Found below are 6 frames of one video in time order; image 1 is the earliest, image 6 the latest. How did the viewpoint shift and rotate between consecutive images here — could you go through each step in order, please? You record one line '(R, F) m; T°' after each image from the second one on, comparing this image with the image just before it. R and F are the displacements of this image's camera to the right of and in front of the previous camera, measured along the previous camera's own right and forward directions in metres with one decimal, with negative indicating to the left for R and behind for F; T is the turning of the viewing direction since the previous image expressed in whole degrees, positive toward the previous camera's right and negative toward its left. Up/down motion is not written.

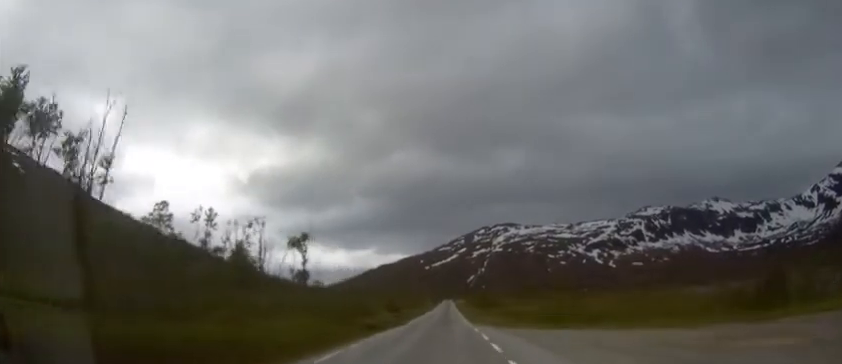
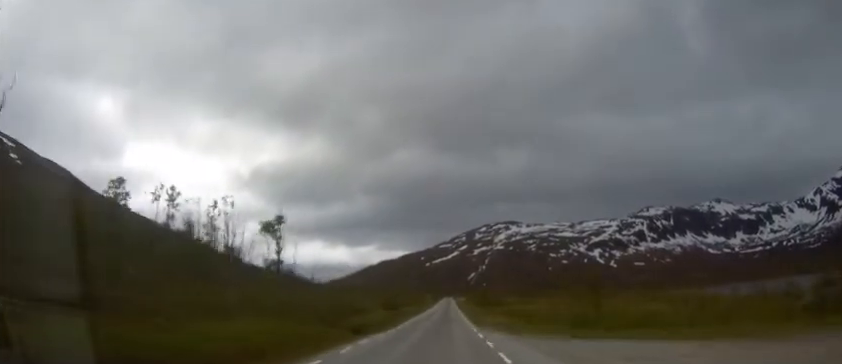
(-0.1, +8.6) m; 0°
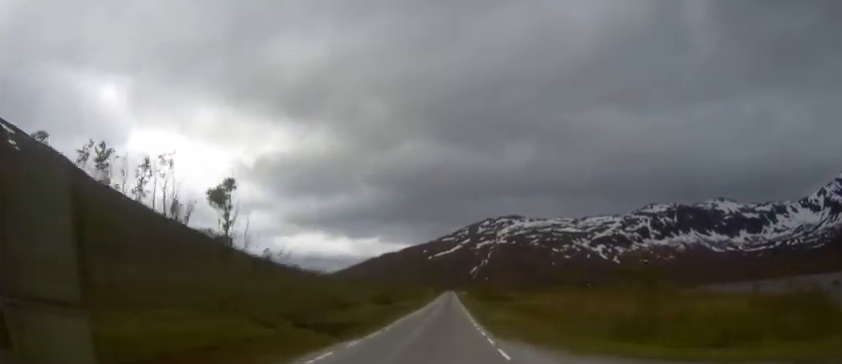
(0.0, +11.5) m; 0°
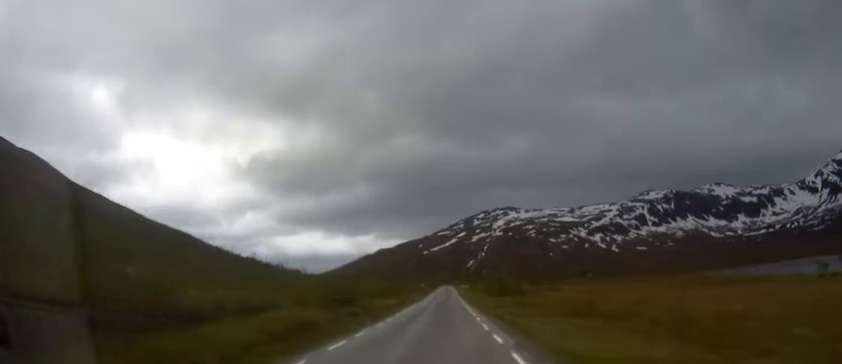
(-0.2, +32.8) m; -1°
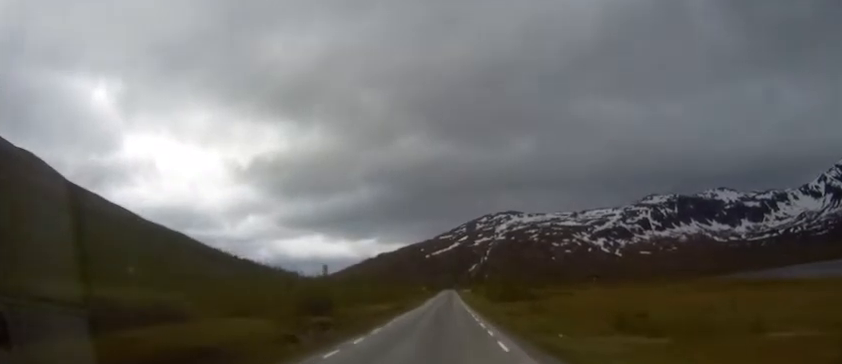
(-0.4, +13.0) m; +1°
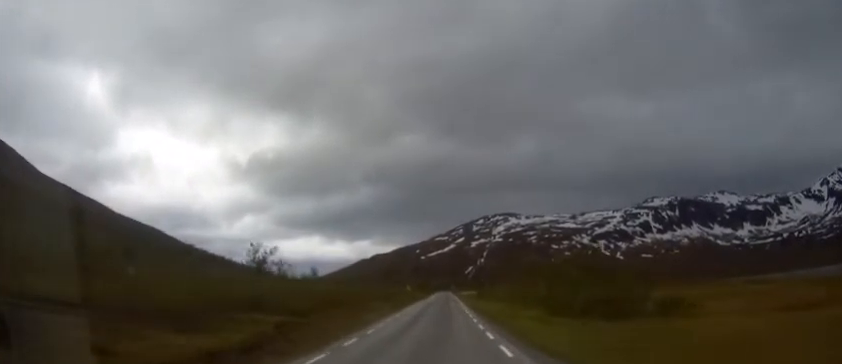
(+0.9, +61.7) m; 0°
